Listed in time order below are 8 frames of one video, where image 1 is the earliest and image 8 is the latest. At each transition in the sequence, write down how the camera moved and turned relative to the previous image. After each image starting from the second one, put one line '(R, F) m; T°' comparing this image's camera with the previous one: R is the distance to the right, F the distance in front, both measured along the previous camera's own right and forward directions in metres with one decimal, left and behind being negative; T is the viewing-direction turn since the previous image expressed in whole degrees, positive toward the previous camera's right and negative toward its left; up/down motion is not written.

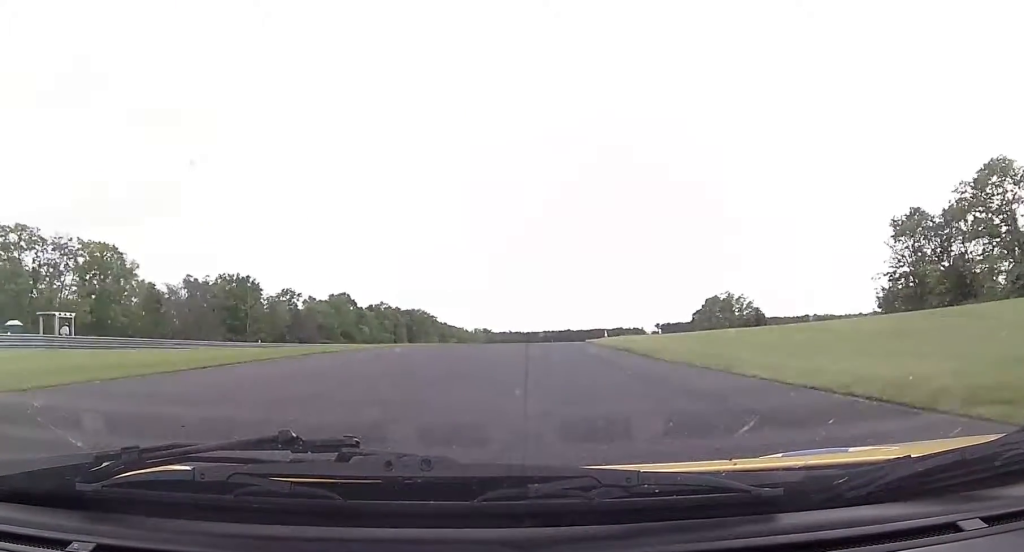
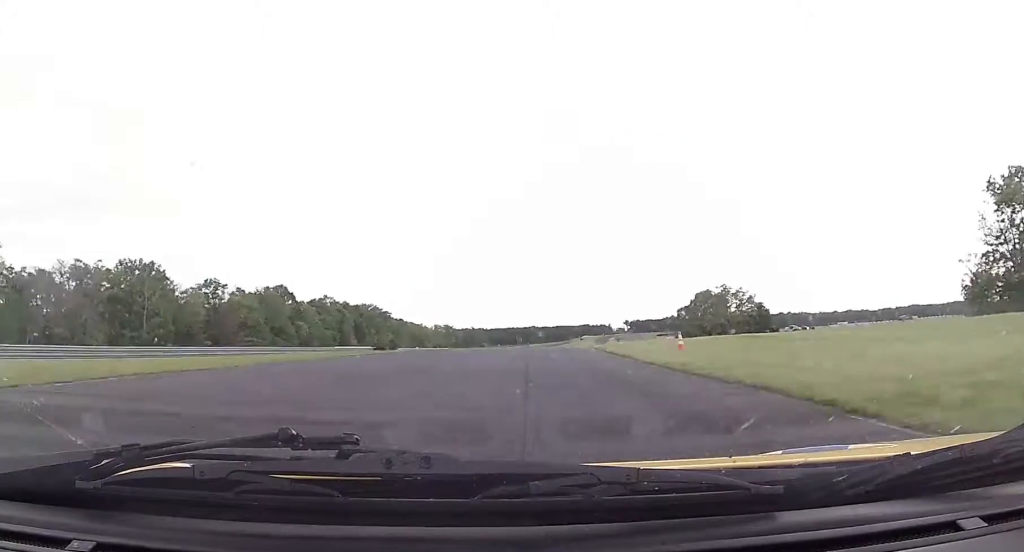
(+1.1, +30.8) m; +4°
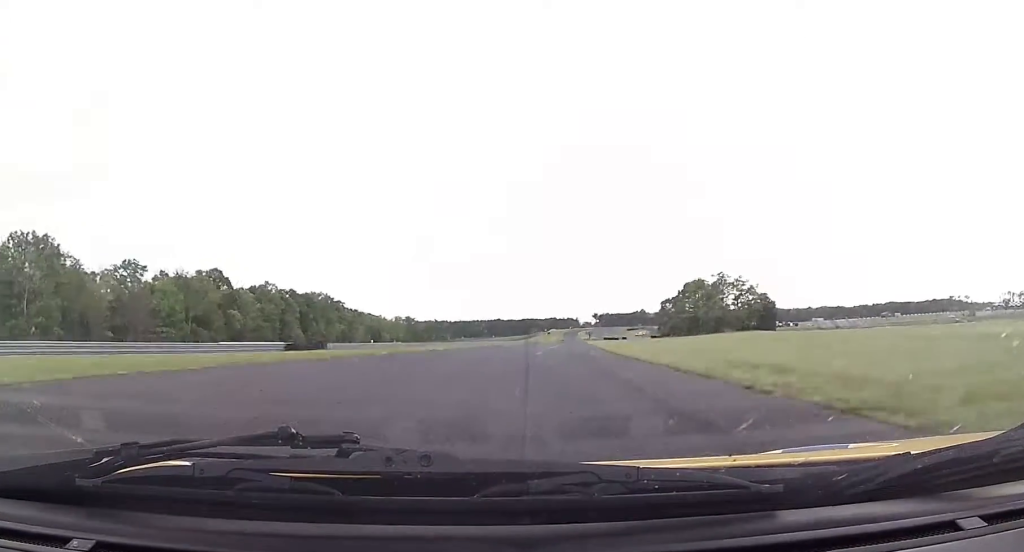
(+0.7, +25.5) m; +2°
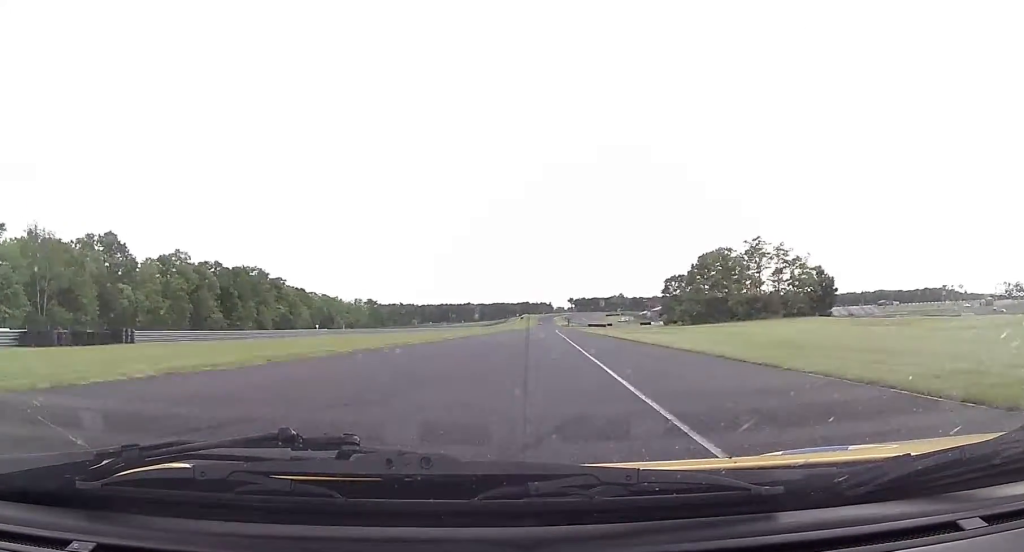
(+0.8, +41.5) m; +3°
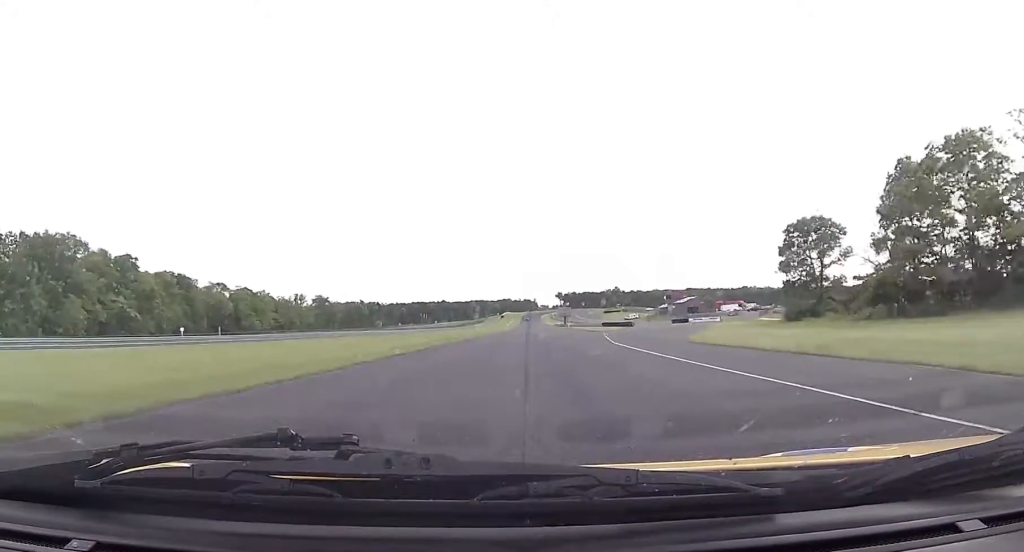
(+3.6, +88.6) m; +3°
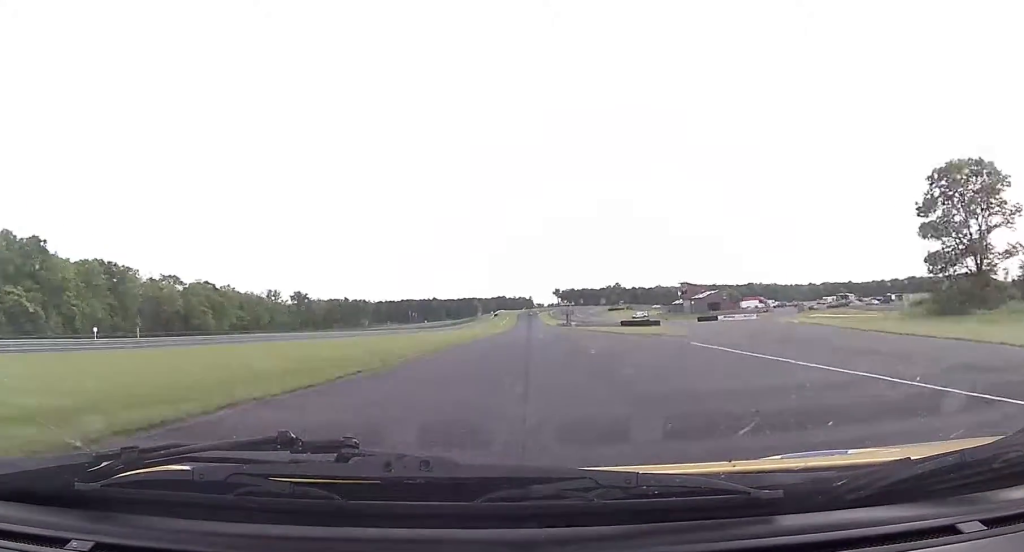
(+0.5, +33.0) m; 0°
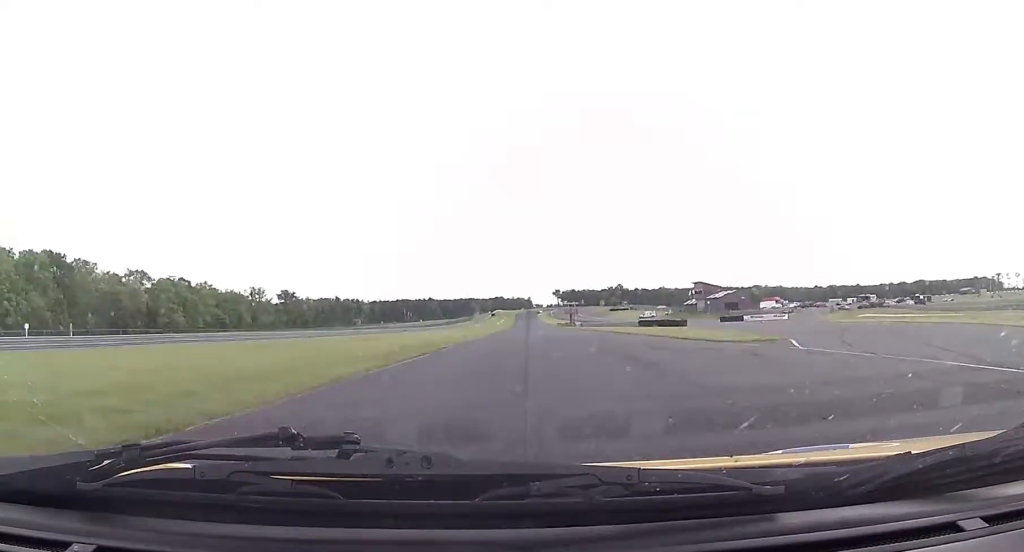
(+0.1, +19.7) m; 0°
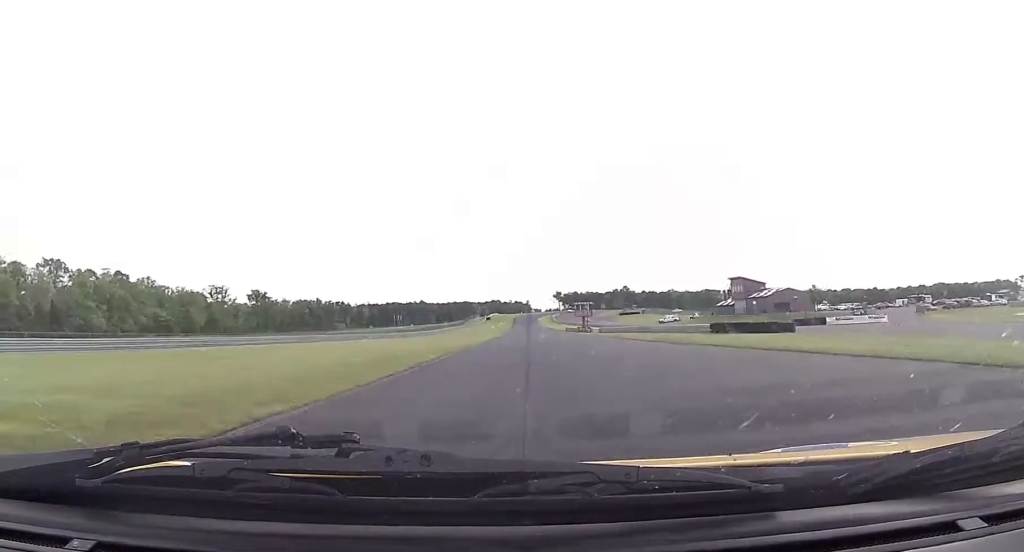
(-0.2, +40.1) m; -1°
